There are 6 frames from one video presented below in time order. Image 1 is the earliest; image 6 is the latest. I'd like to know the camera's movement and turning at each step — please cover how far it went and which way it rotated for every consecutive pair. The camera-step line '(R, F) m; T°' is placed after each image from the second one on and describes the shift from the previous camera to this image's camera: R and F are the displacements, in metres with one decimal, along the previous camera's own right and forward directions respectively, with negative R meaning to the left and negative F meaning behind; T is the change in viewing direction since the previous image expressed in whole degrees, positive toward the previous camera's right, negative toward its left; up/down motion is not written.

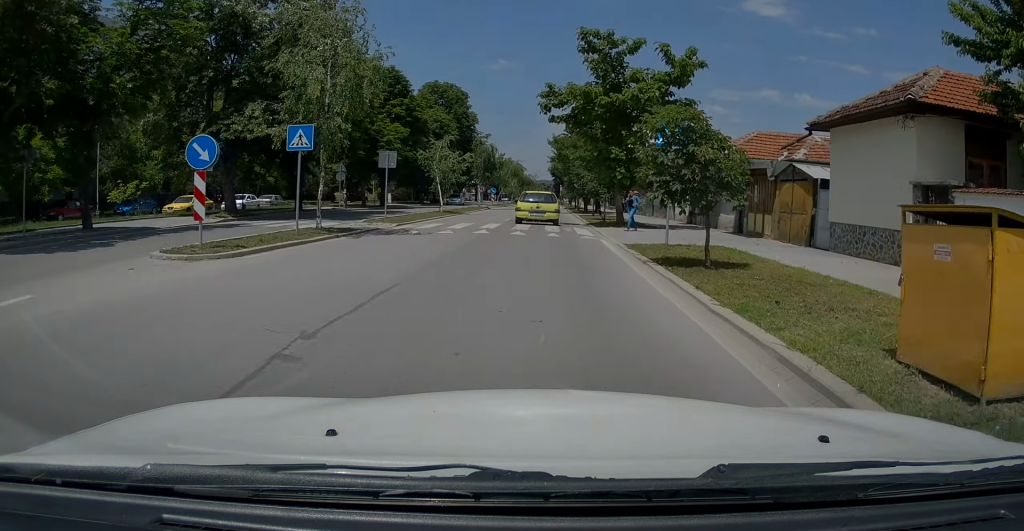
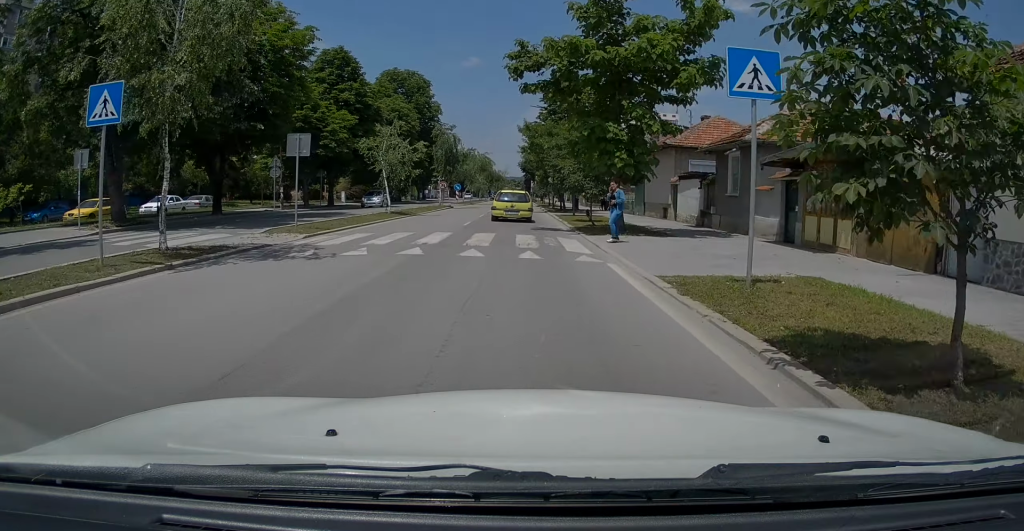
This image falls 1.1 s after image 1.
(+0.1, +7.7) m; +6°
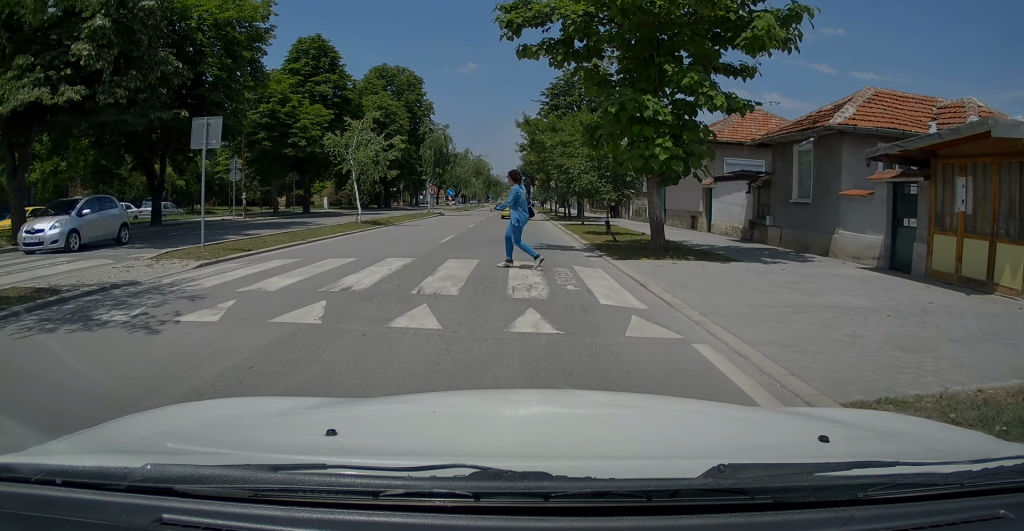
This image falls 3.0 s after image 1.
(+0.9, +6.2) m; +15°
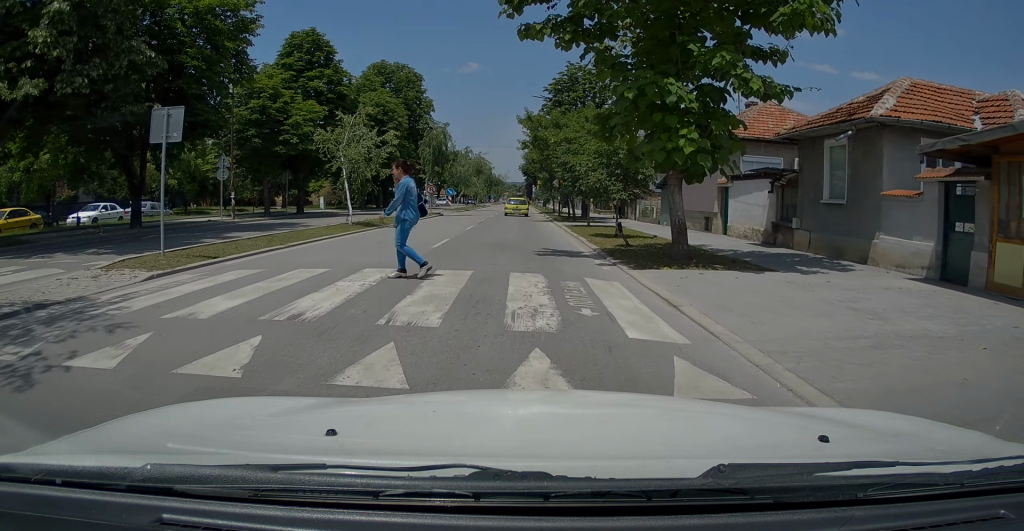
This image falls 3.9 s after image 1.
(+0.1, +0.7) m; 0°
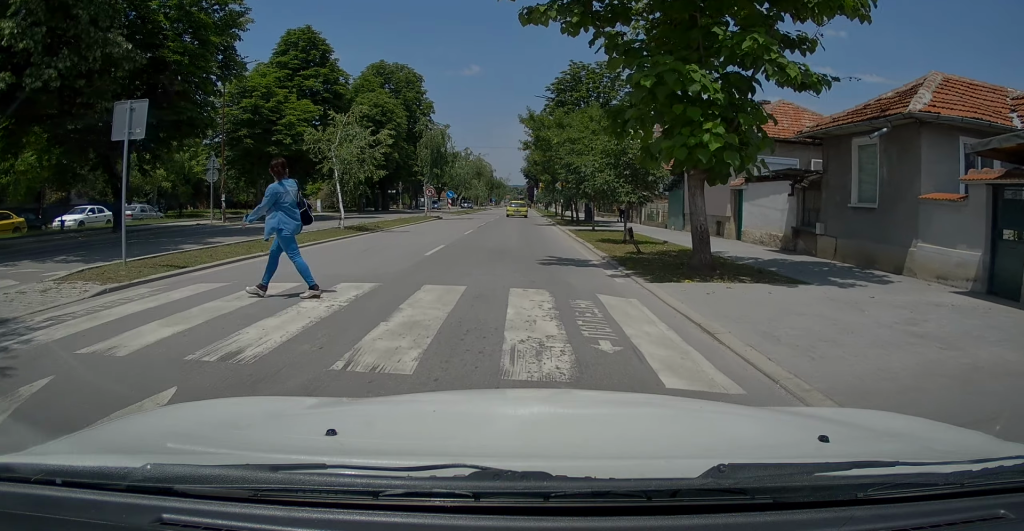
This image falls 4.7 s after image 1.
(0.0, +0.5) m; -3°
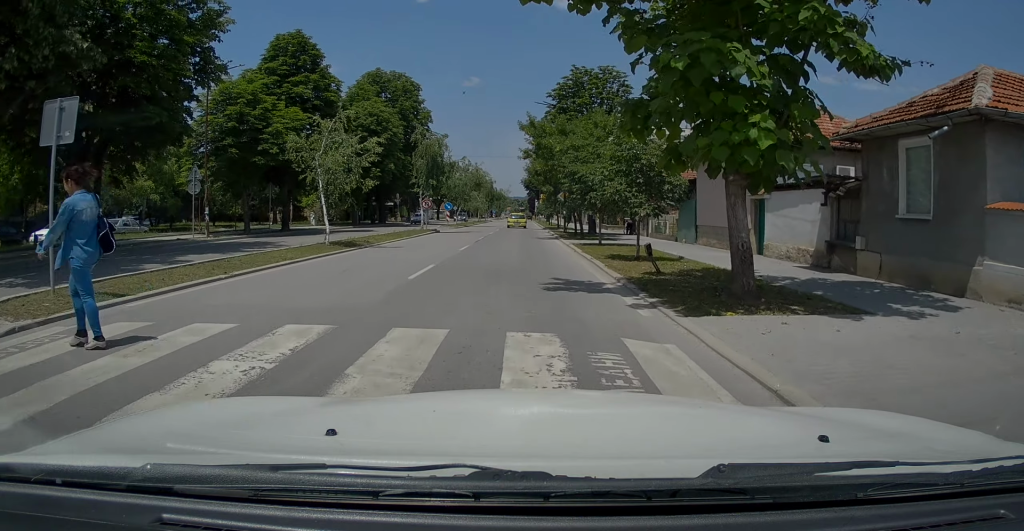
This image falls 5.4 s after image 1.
(-0.1, +1.1) m; -7°
